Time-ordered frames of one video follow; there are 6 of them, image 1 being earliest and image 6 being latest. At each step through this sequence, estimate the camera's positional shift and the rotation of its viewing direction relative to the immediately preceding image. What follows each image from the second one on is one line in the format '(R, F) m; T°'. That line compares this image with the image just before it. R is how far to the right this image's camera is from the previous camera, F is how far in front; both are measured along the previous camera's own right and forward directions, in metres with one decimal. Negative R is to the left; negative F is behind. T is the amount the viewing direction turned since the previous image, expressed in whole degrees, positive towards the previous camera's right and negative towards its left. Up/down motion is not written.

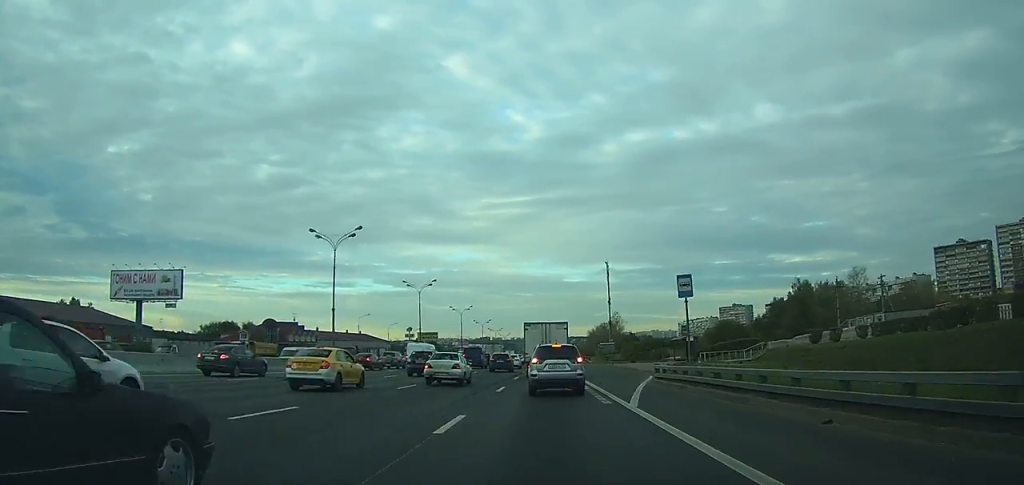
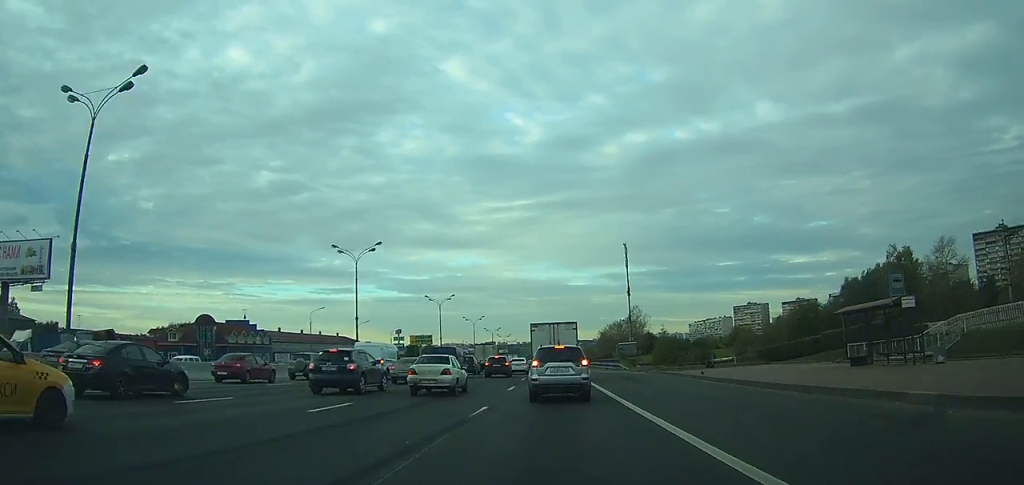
(0.0, +33.7) m; 0°
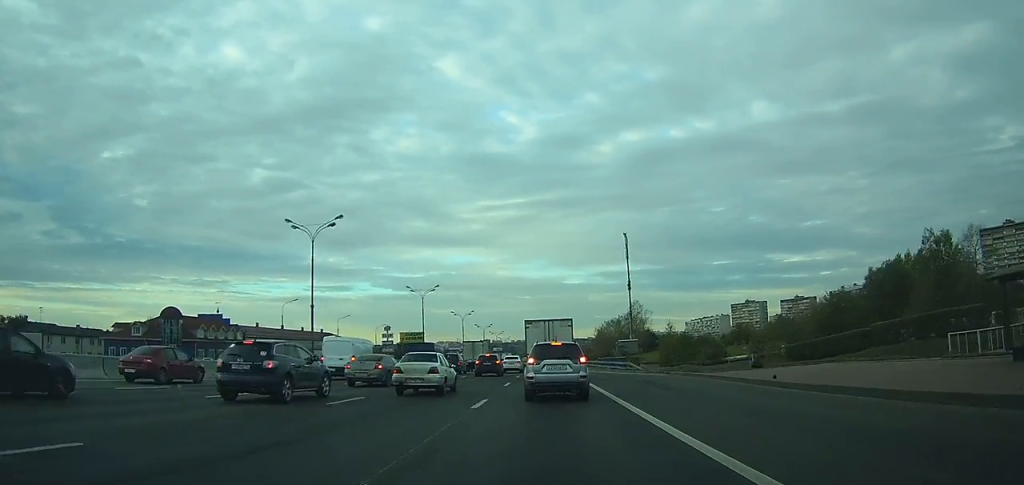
(0.0, +10.6) m; 0°
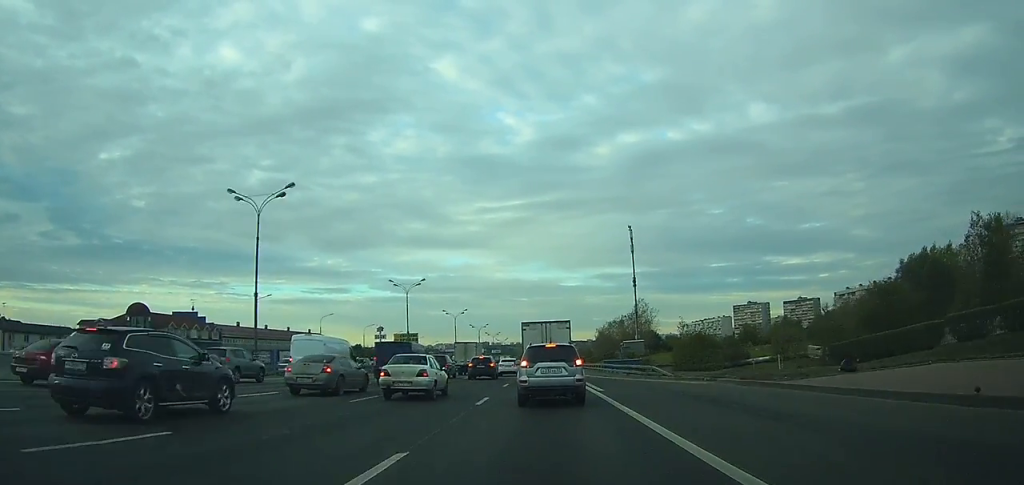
(0.0, +9.5) m; 0°
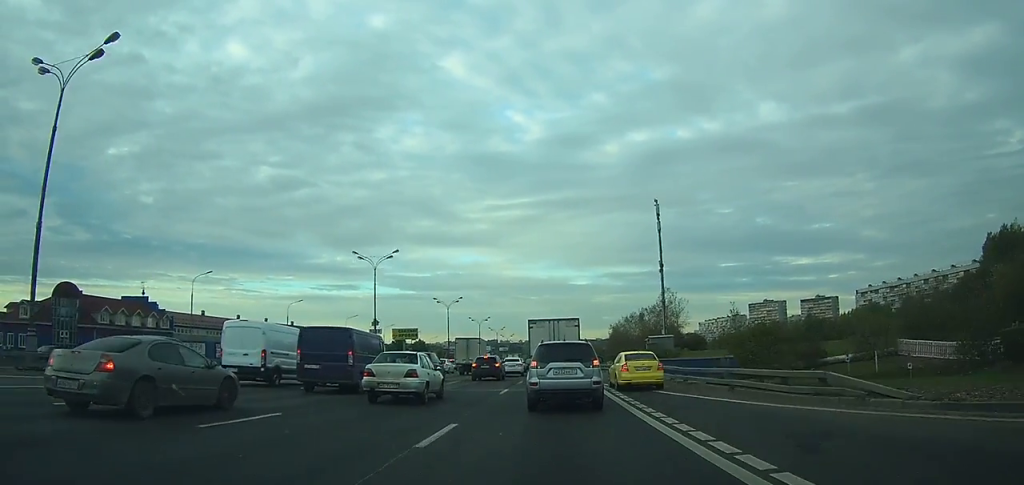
(0.0, +19.2) m; 0°
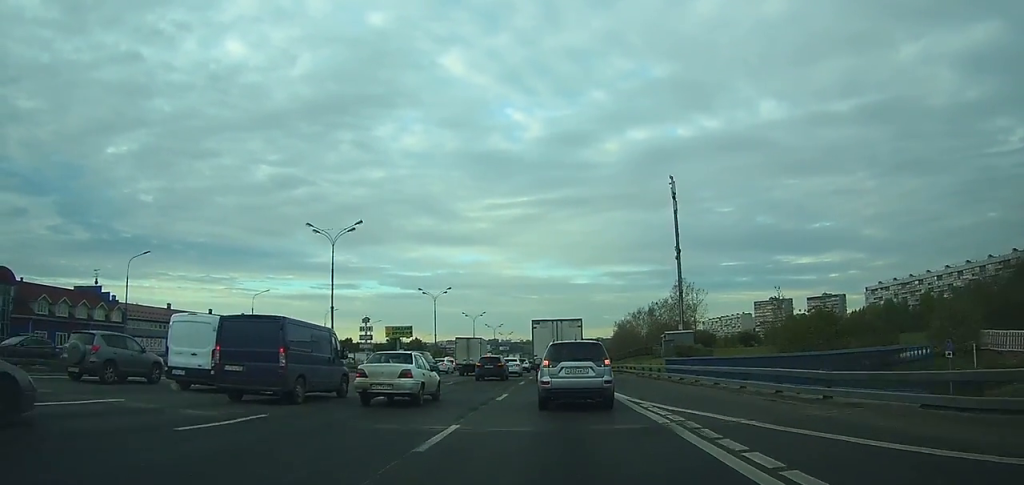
(0.0, +12.3) m; 0°
